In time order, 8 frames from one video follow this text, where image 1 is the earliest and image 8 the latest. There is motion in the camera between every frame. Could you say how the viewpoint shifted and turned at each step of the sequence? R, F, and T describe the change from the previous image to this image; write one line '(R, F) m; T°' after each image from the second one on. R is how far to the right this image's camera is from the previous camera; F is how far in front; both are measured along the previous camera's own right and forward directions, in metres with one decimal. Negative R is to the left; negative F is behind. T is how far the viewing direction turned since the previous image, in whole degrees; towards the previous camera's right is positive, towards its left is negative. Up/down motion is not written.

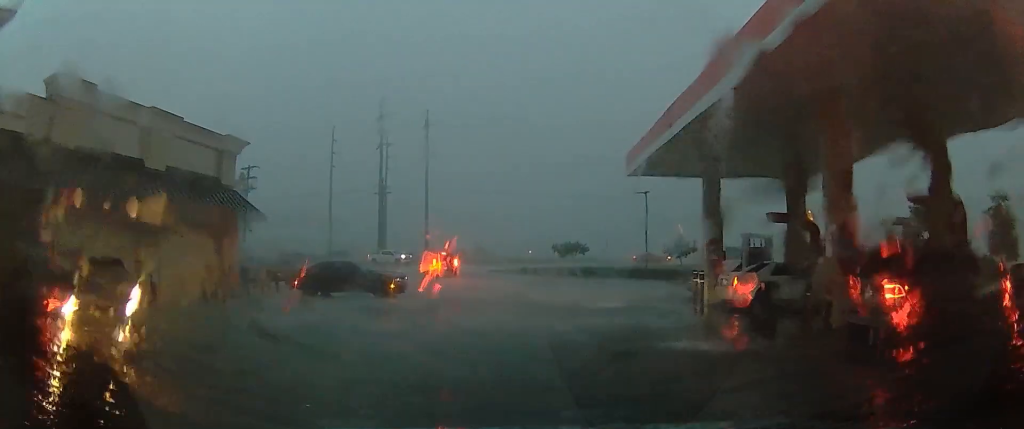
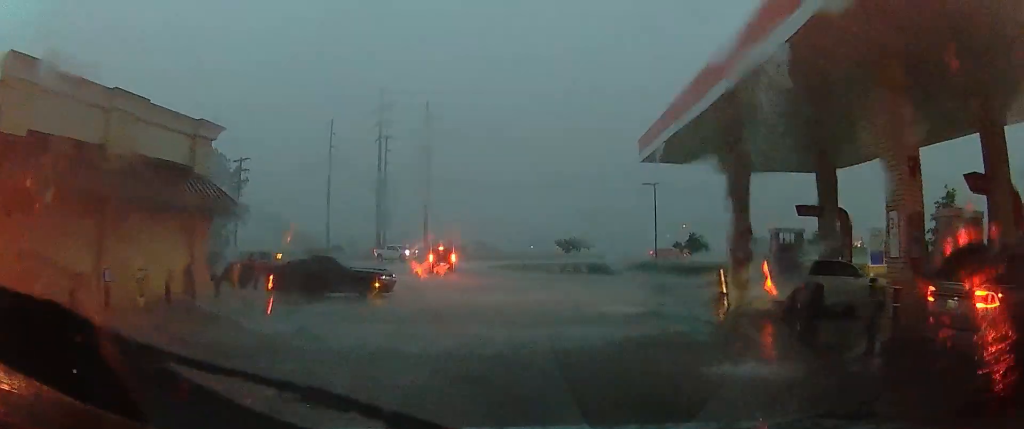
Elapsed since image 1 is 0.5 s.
(+0.1, +2.3) m; +1°
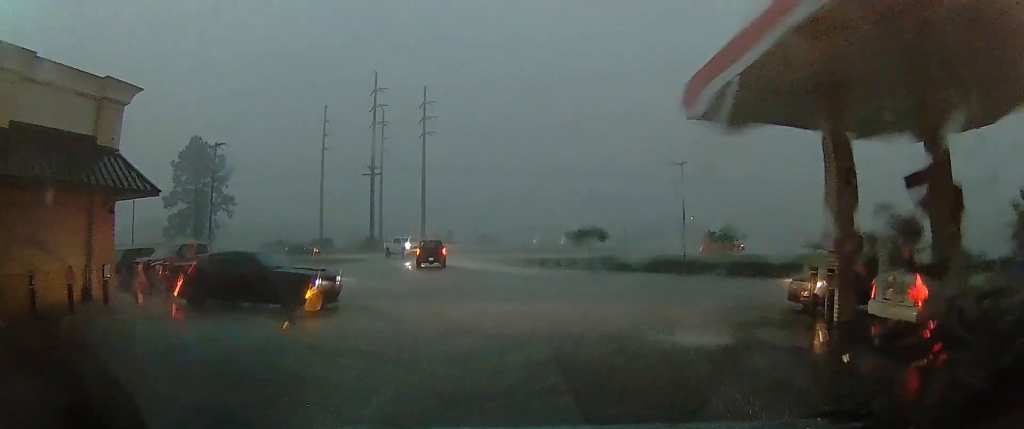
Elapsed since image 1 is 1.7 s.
(+0.1, +6.1) m; +1°
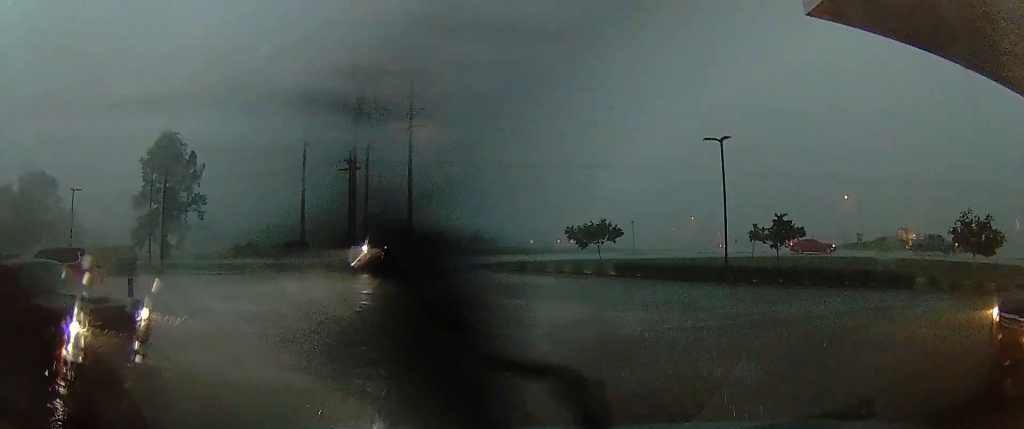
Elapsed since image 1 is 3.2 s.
(0.0, +7.9) m; -2°
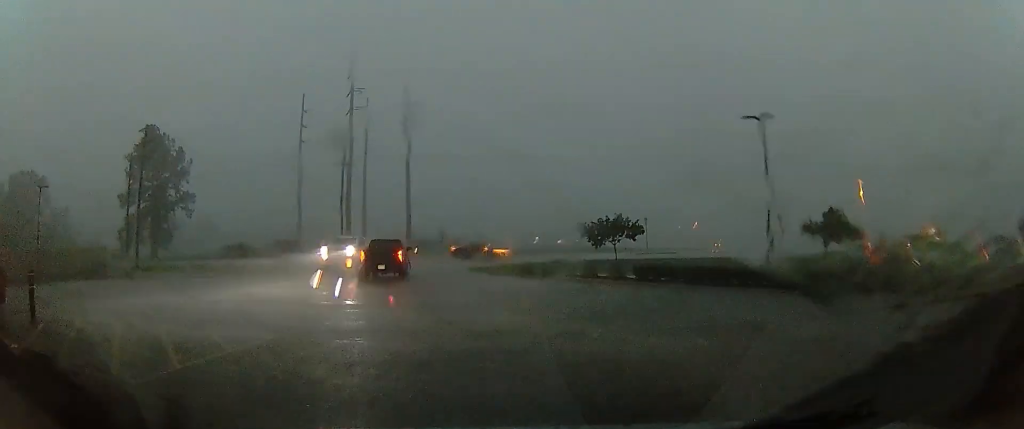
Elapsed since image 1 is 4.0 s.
(-0.1, +4.3) m; -1°
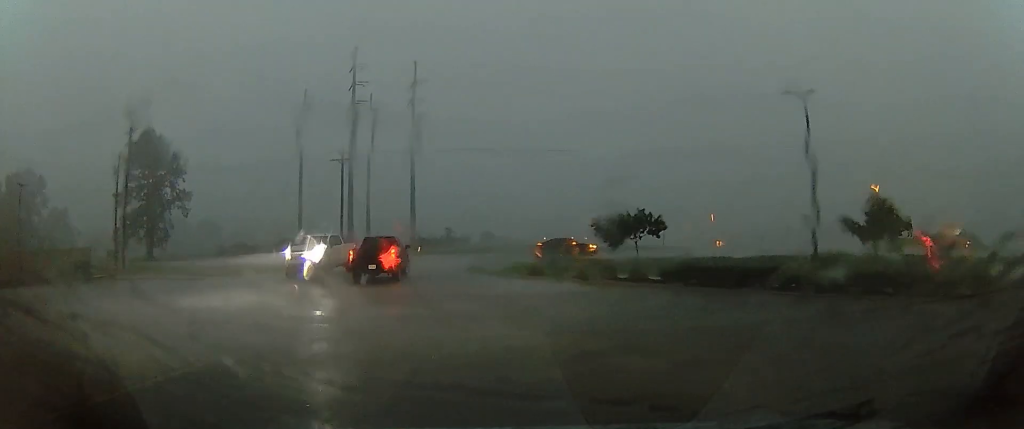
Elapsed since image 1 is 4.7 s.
(0.0, +2.9) m; -1°
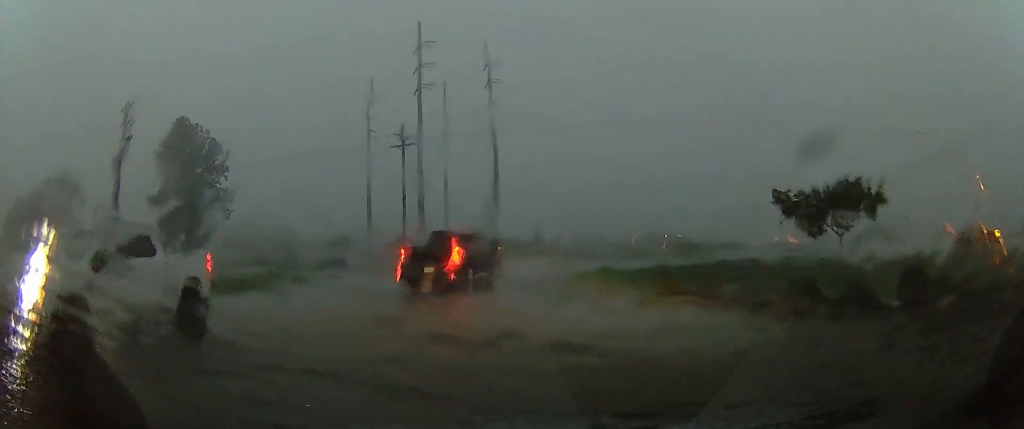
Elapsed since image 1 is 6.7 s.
(-0.7, +9.9) m; -11°
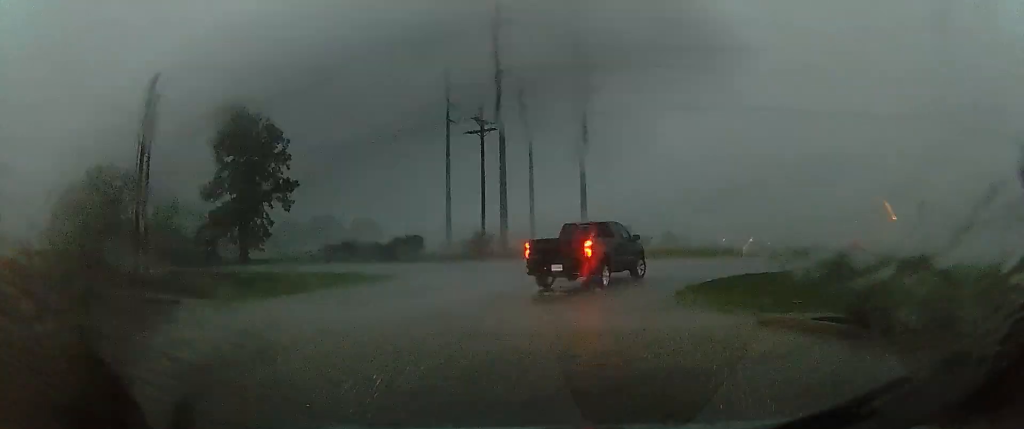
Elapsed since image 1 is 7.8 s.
(-0.4, +5.7) m; -7°
